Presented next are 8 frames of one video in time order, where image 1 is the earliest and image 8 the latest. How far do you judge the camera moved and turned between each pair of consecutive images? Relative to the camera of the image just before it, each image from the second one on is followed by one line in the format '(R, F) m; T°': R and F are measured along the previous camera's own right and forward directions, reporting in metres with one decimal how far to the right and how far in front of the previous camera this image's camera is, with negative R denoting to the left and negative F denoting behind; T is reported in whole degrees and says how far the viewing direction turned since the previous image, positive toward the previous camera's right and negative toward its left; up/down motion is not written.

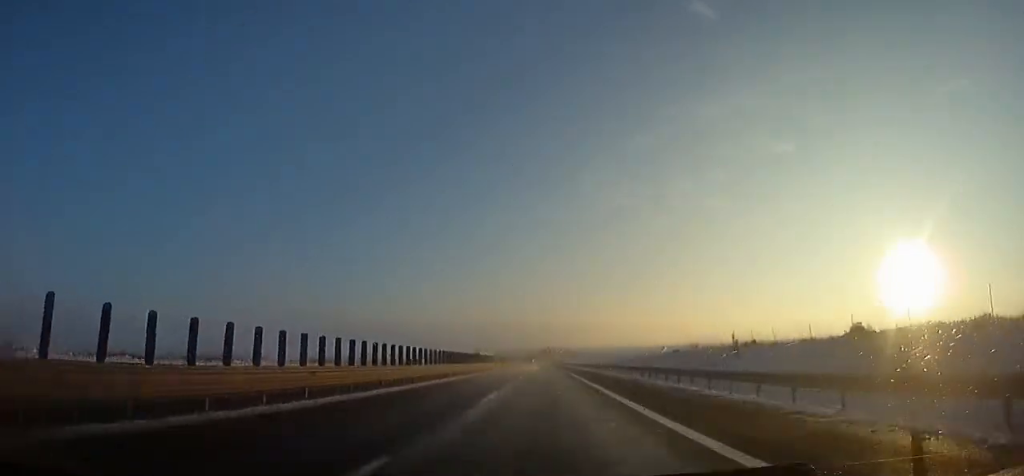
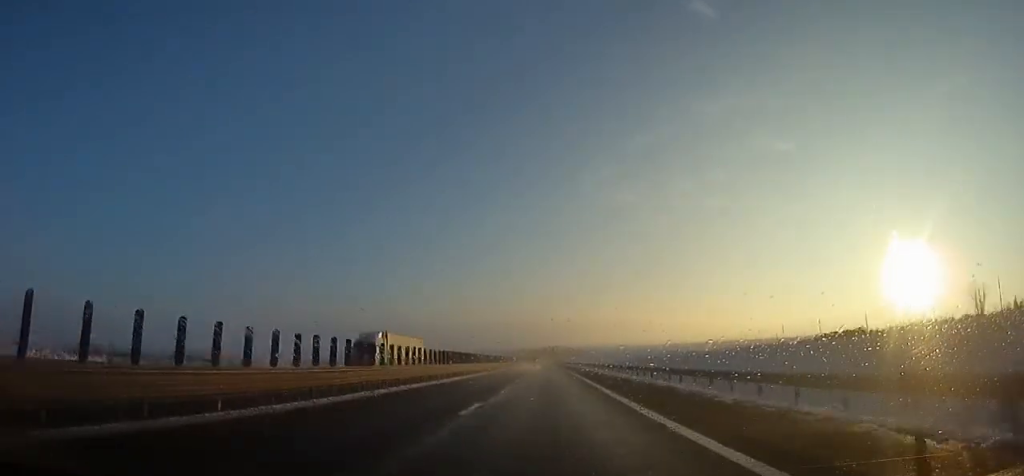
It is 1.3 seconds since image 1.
(0.0, +40.0) m; 0°
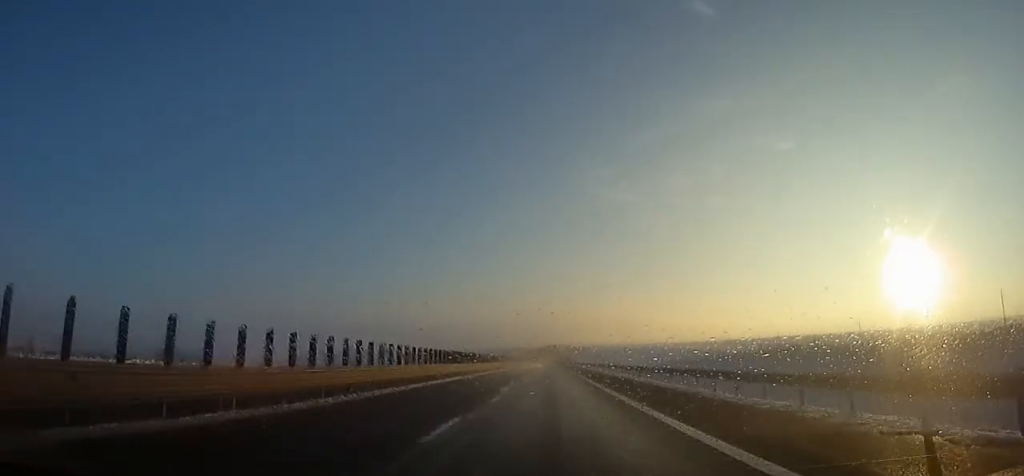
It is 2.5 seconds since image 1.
(+0.3, +40.0) m; -1°
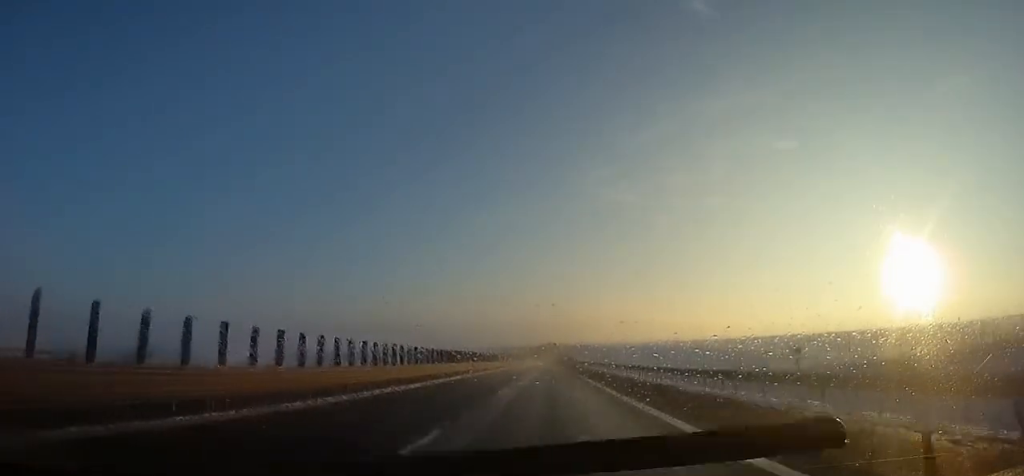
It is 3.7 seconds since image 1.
(-0.7, +38.0) m; 0°
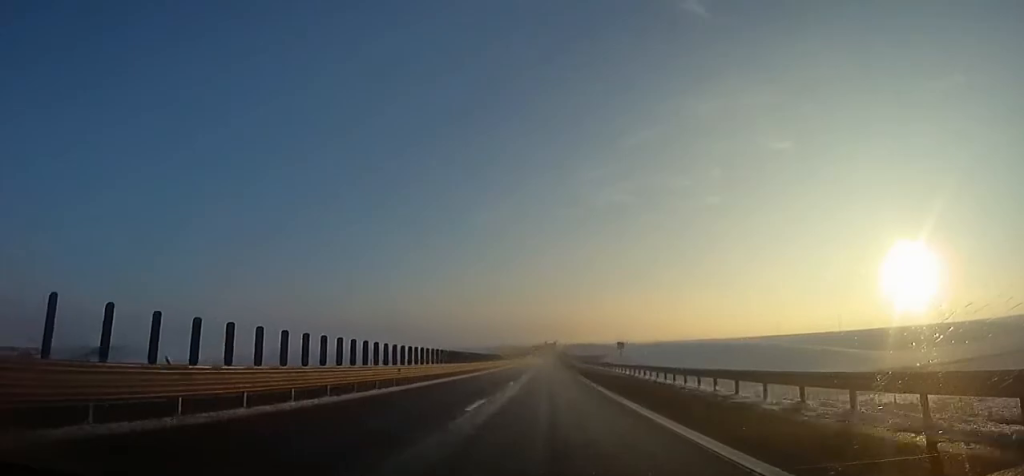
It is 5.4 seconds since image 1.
(+0.1, +53.7) m; +1°
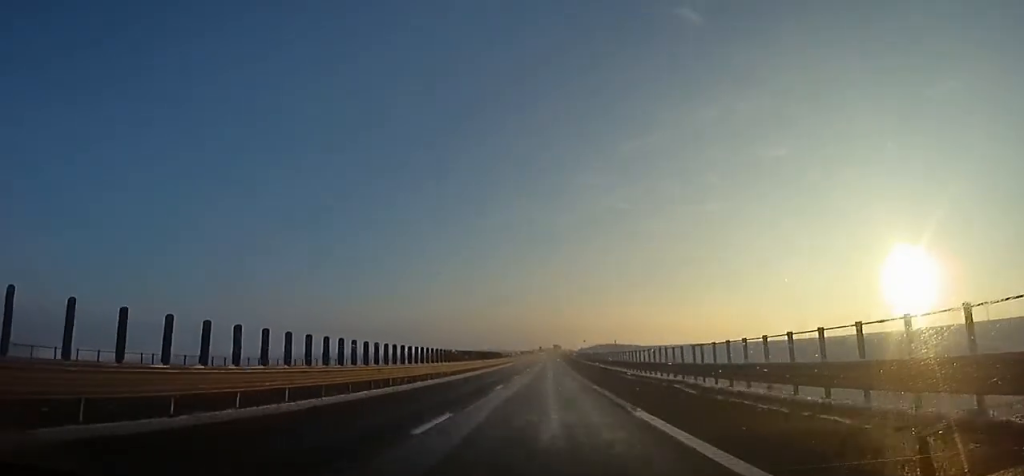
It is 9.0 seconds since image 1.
(+1.2, +112.0) m; +1°
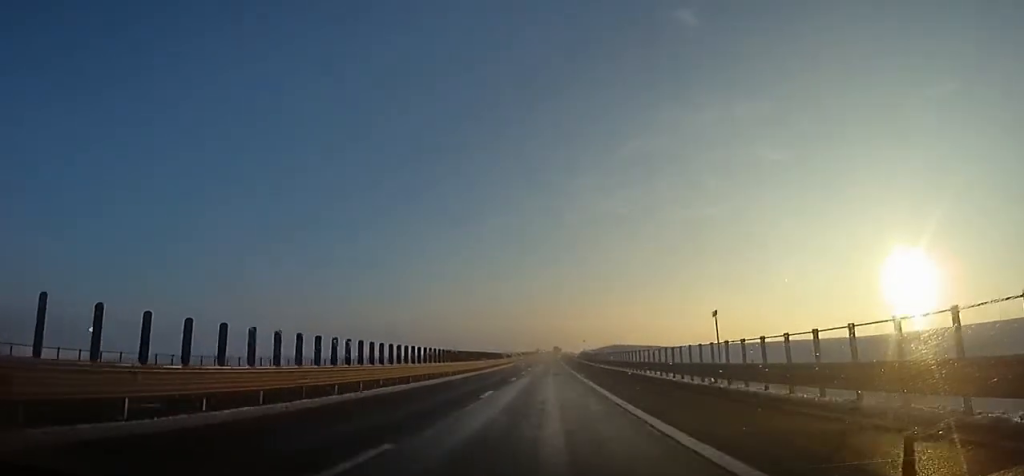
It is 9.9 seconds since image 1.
(-0.1, +28.1) m; 0°
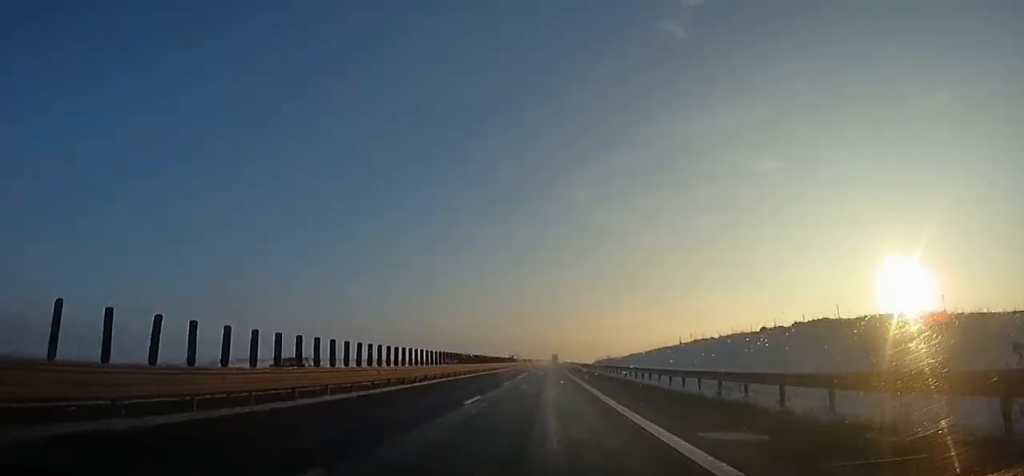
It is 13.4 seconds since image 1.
(+0.7, +110.5) m; 0°
